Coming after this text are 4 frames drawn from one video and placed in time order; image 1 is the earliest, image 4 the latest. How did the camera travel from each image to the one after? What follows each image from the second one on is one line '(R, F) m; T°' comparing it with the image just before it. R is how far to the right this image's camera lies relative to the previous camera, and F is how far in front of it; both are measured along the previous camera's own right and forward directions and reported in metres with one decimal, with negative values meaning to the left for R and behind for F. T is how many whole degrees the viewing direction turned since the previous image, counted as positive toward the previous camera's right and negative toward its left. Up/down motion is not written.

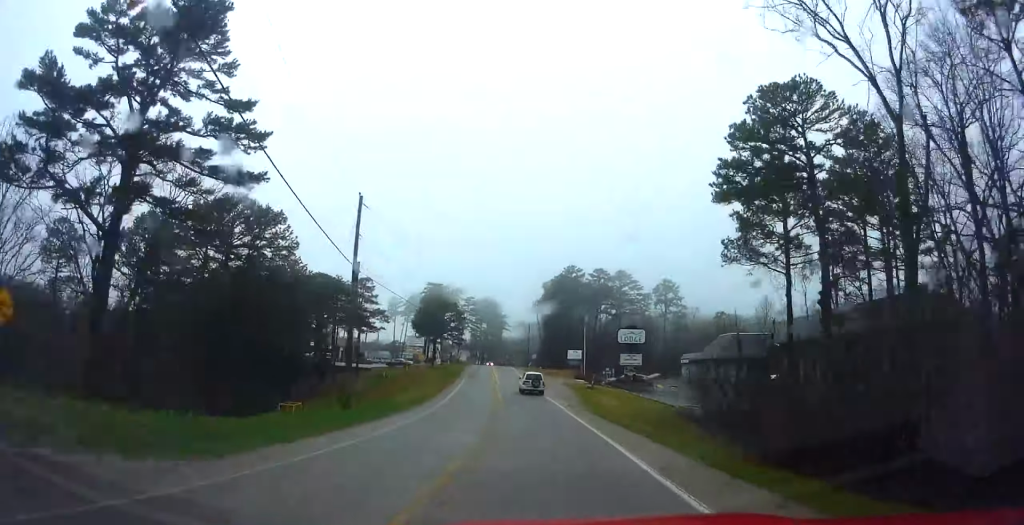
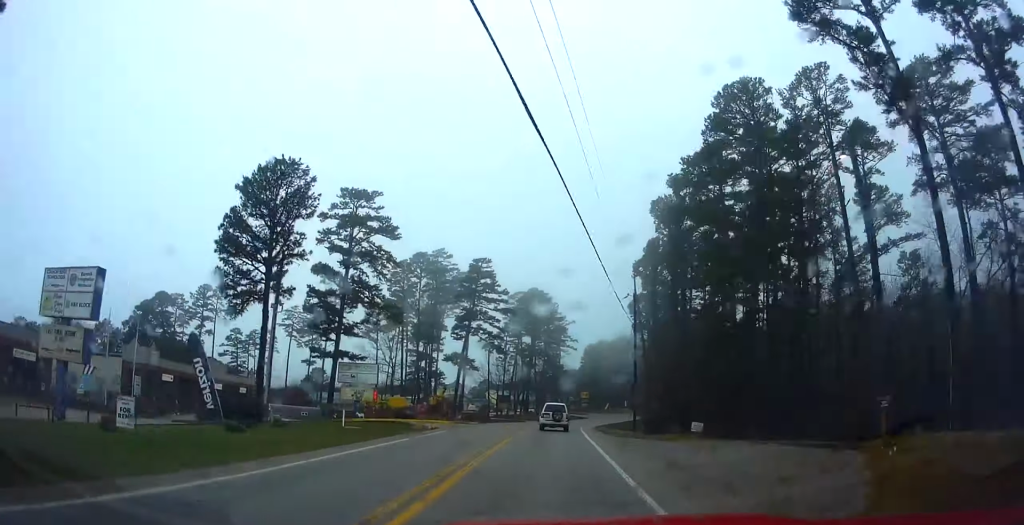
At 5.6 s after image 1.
(-4.5, +92.1) m; -4°
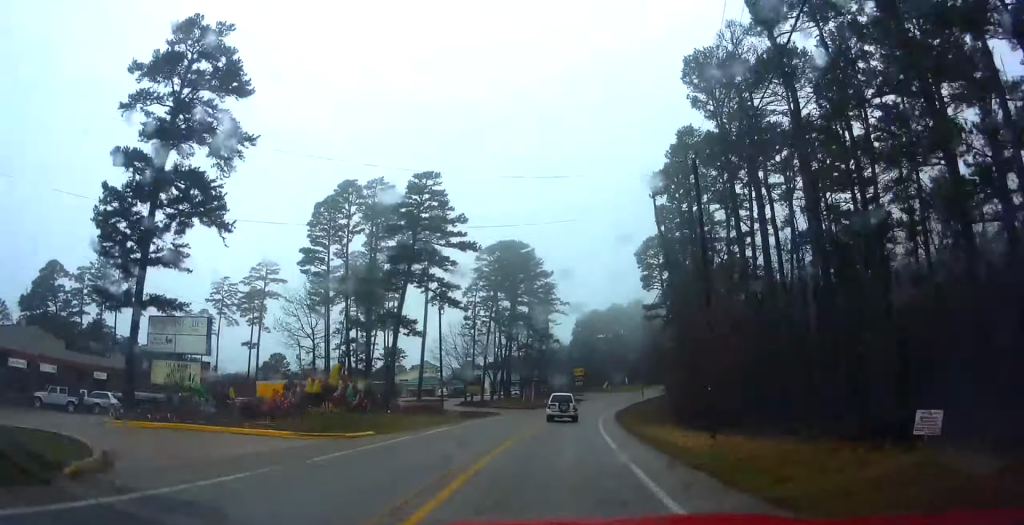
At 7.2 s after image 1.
(-0.5, +25.2) m; 0°
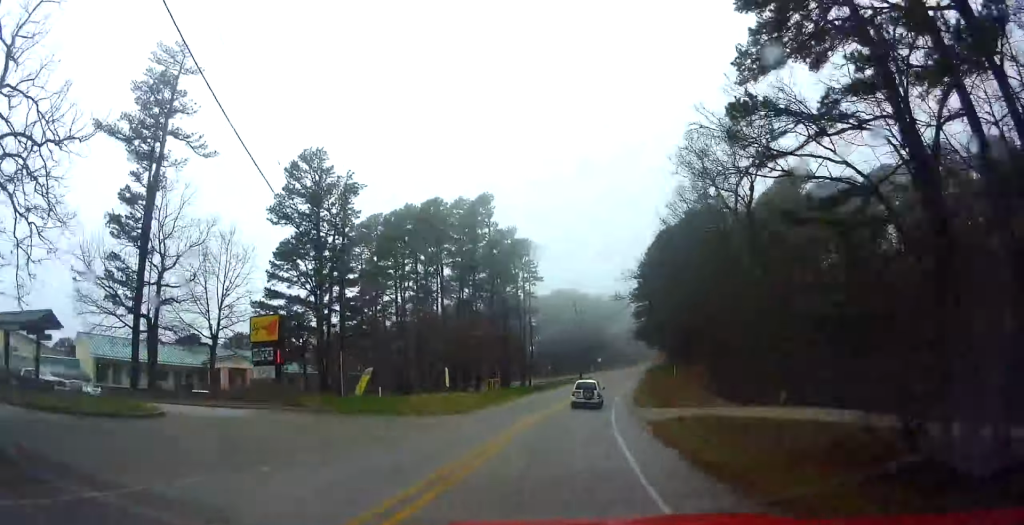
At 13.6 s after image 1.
(+9.4, +97.6) m; +15°
